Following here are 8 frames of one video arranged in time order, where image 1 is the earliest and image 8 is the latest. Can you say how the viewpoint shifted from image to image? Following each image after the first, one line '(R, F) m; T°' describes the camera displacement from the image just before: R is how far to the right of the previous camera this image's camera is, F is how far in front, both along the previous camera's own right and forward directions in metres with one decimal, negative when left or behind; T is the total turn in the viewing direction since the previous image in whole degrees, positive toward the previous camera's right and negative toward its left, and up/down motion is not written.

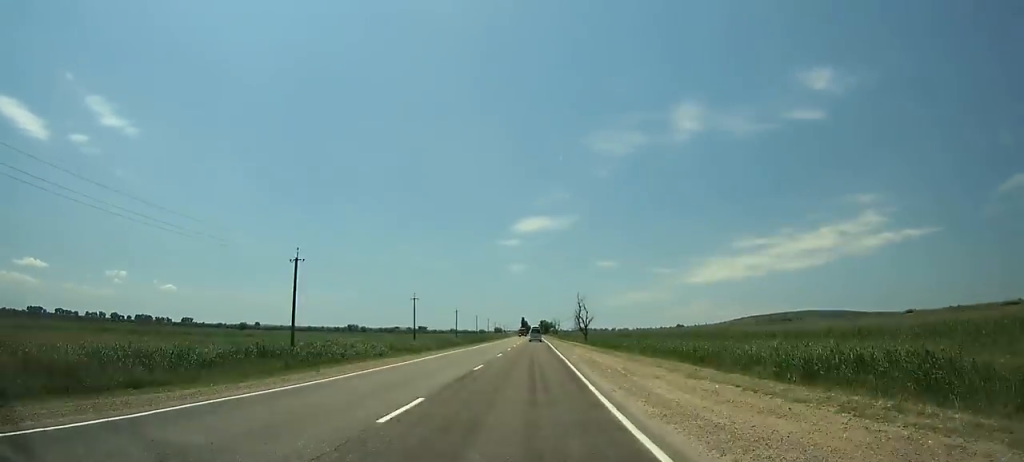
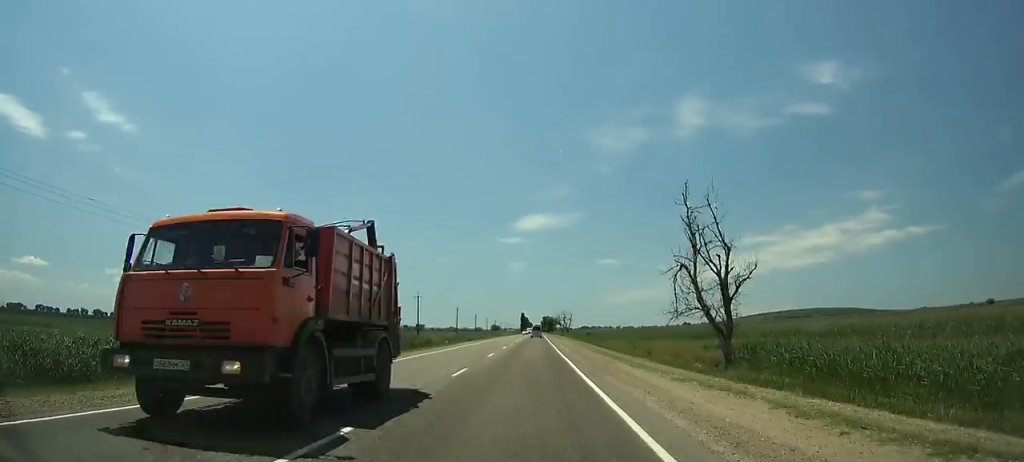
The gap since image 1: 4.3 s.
(-0.2, +100.2) m; 0°
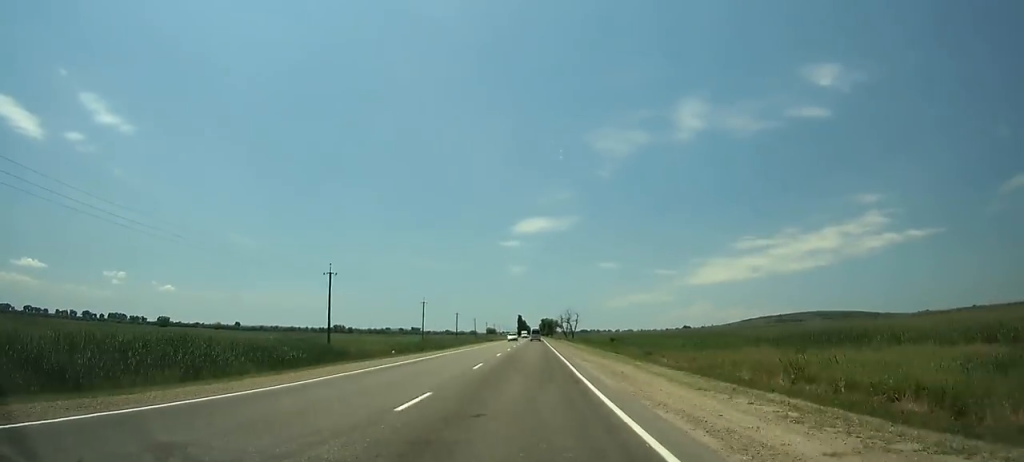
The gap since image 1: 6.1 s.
(0.0, +42.7) m; 0°
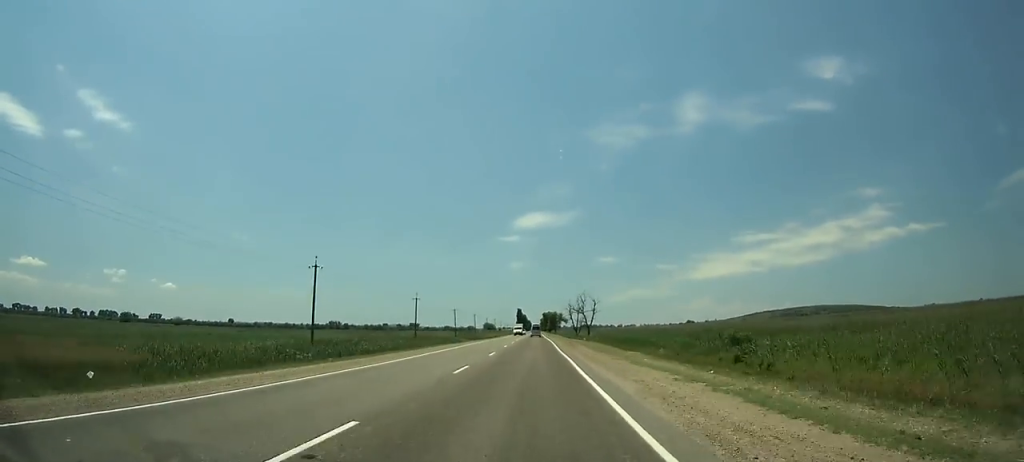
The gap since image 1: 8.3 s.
(0.0, +53.1) m; 0°
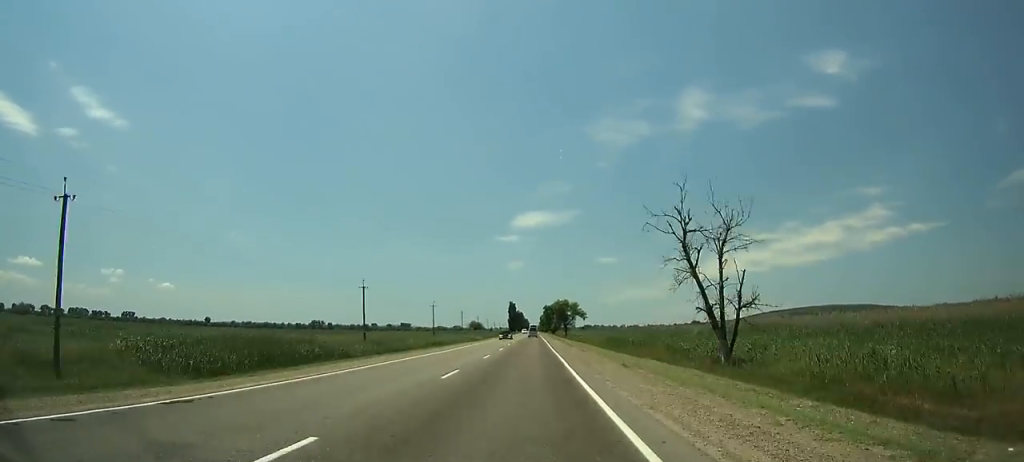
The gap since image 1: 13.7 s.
(+0.2, +133.2) m; 0°
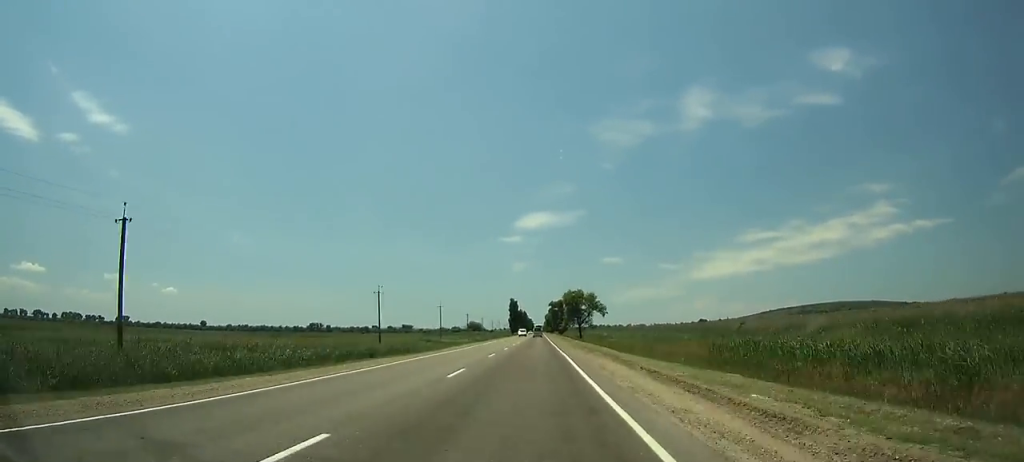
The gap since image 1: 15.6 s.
(-0.1, +47.8) m; 0°
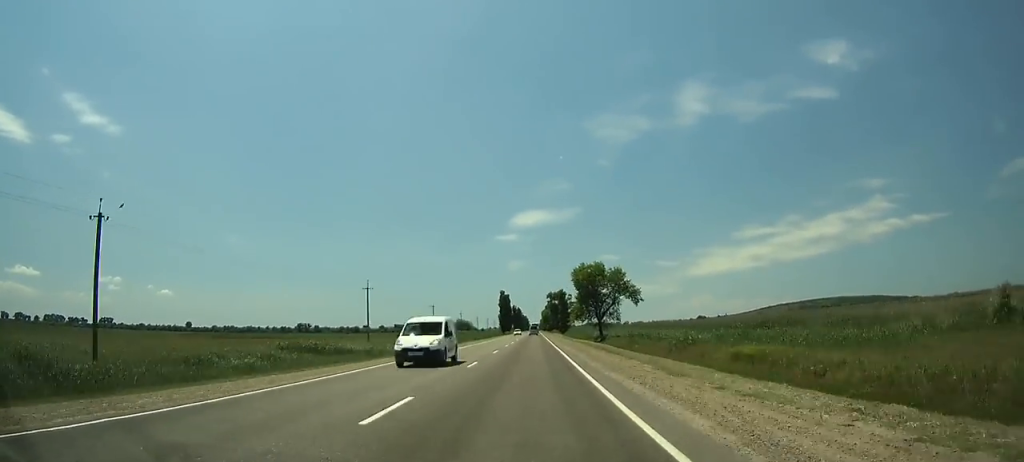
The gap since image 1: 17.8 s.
(-0.2, +55.8) m; 0°
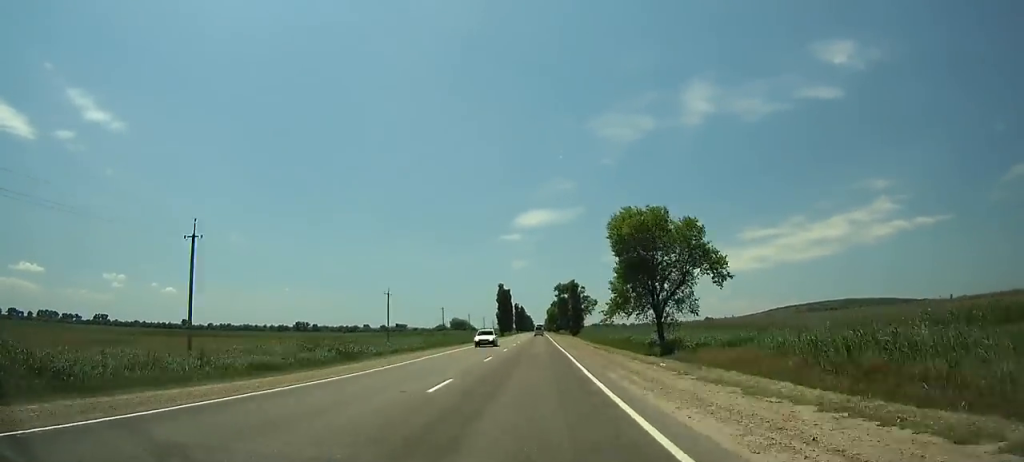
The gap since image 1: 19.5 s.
(+0.1, +43.7) m; 0°
